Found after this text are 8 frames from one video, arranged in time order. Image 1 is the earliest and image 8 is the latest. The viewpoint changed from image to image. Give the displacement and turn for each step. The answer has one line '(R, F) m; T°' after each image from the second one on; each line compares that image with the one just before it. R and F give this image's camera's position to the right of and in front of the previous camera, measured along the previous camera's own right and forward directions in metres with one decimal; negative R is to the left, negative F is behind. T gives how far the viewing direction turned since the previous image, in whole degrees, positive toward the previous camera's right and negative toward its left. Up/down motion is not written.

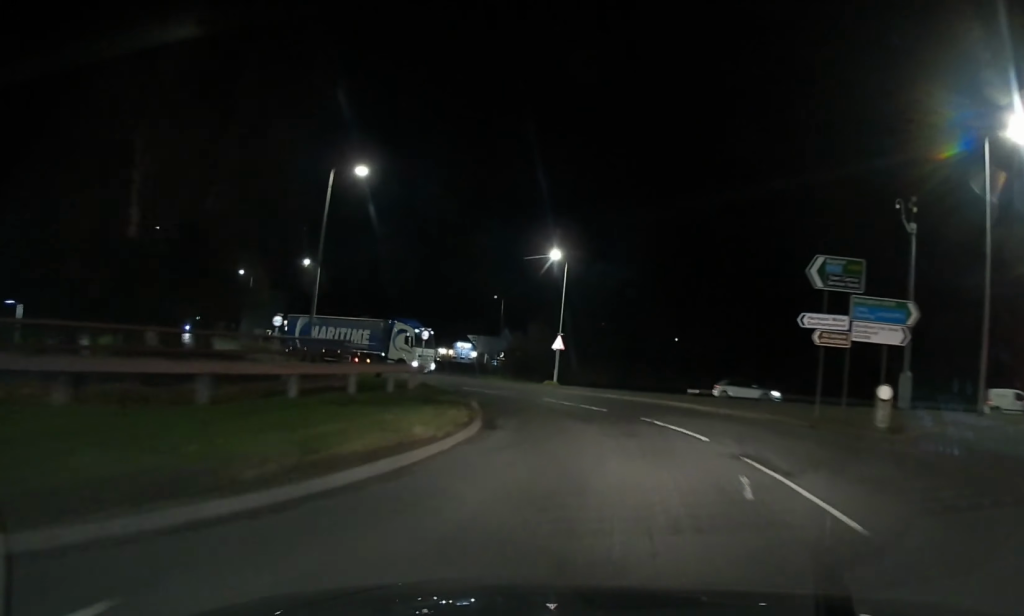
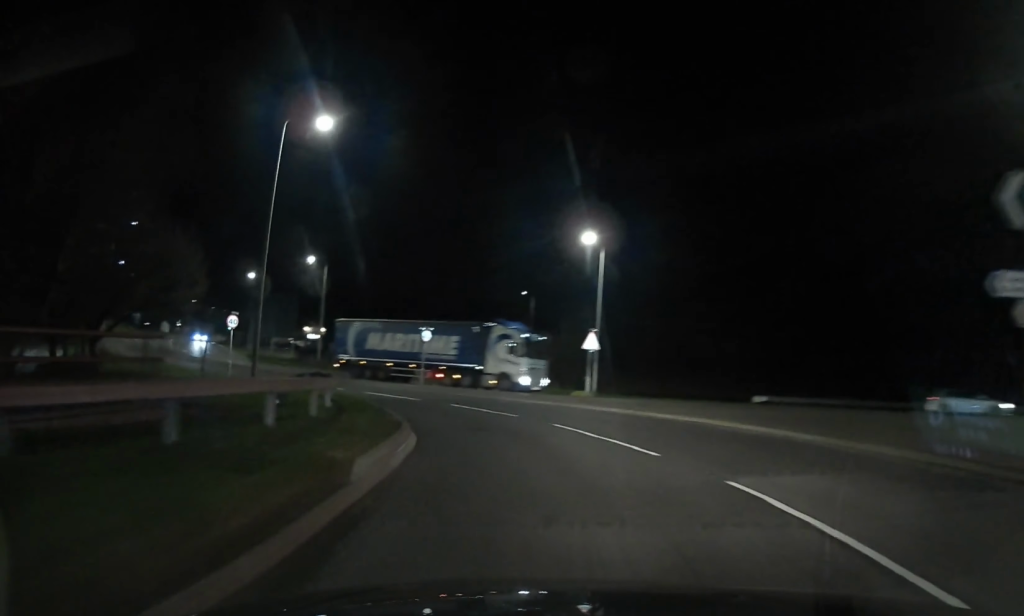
(+0.2, +9.7) m; -3°
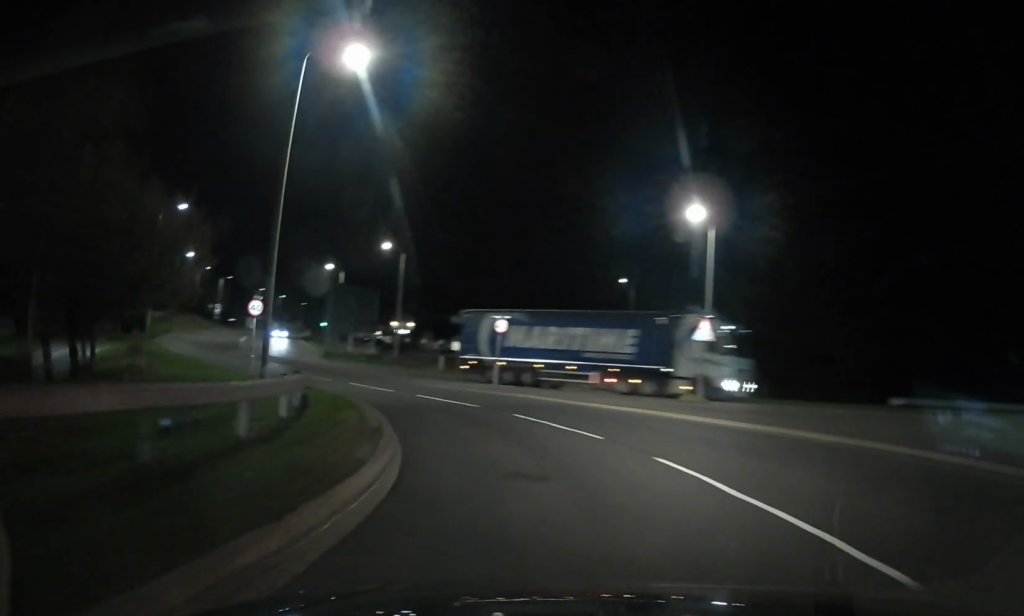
(+0.2, +7.1) m; -6°
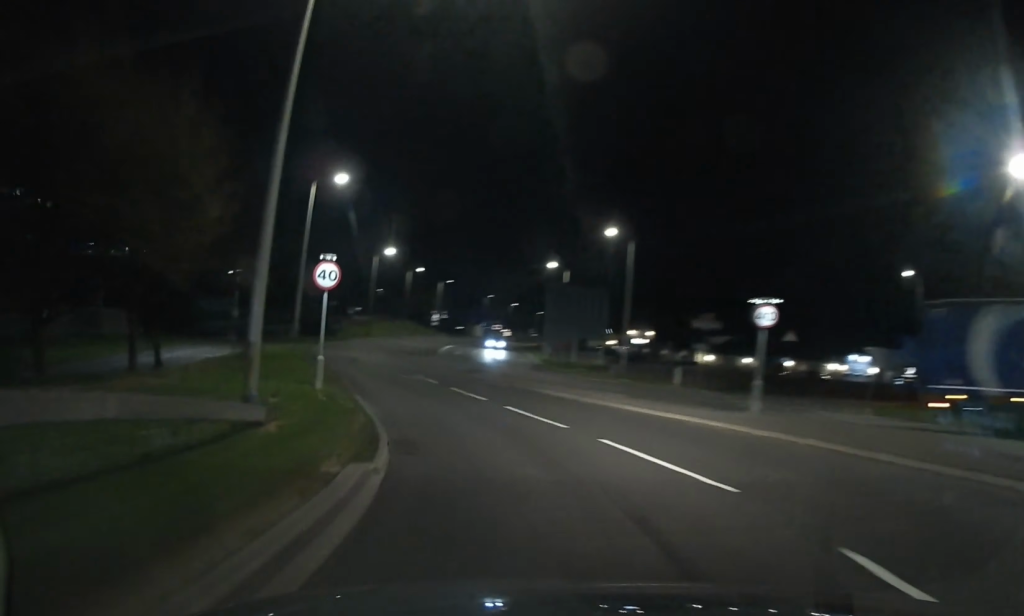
(-1.9, +12.8) m; -17°
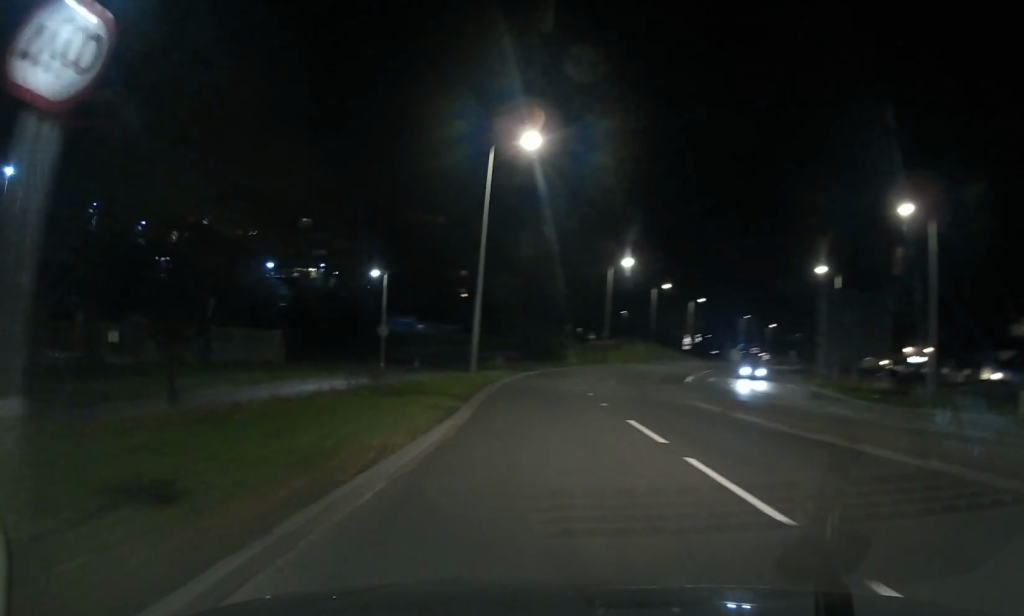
(-2.4, +14.0) m; -17°
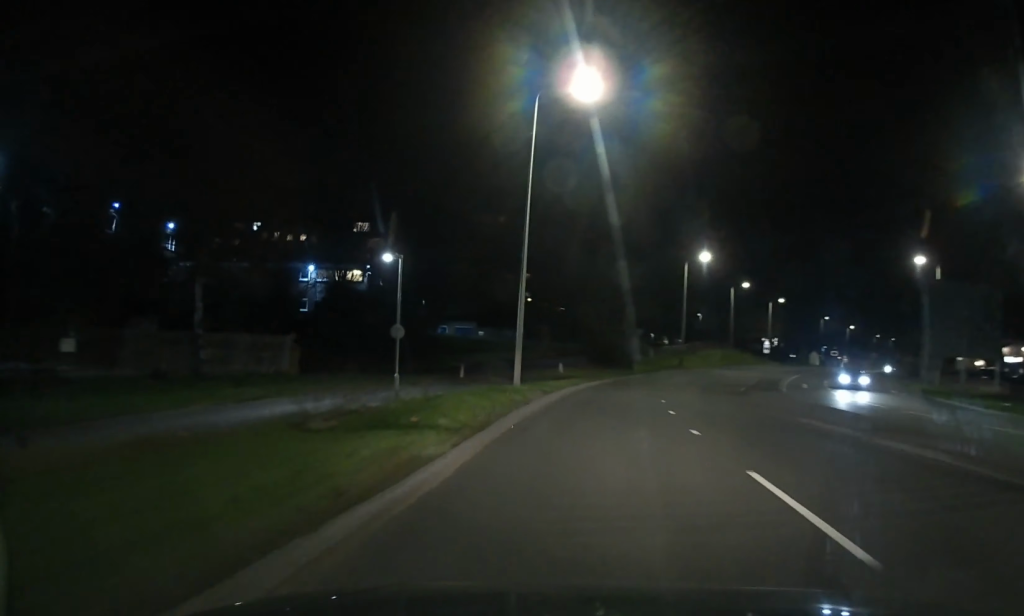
(-0.7, +7.2) m; -5°
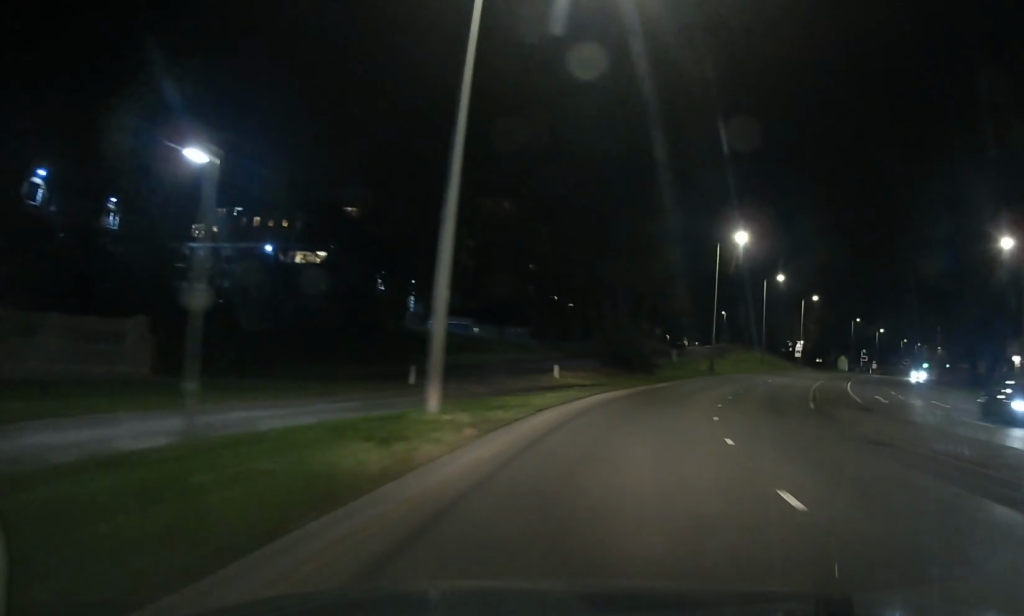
(-0.8, +12.7) m; -3°
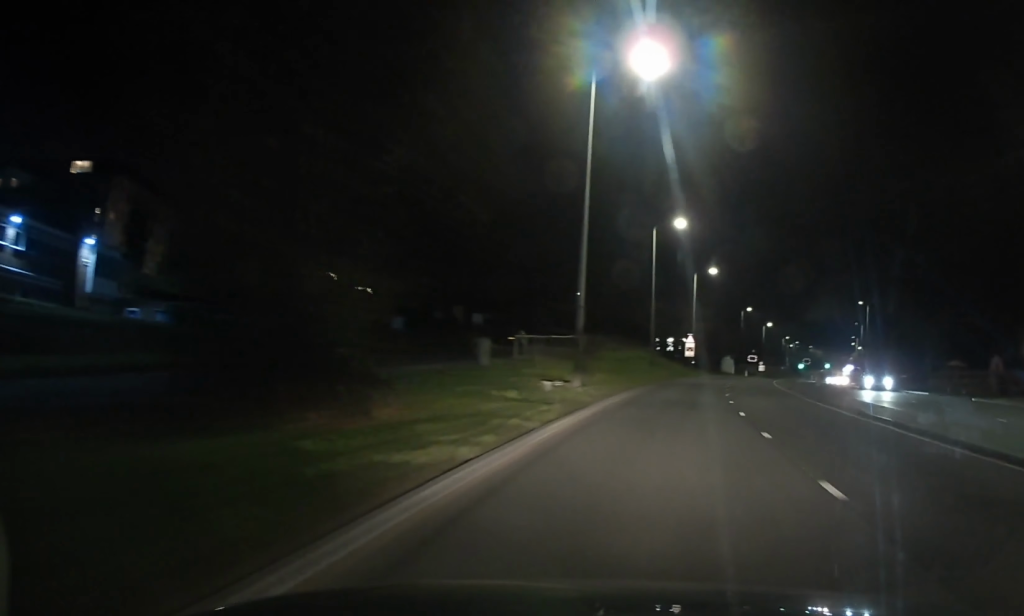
(+1.9, +33.1) m; +9°
